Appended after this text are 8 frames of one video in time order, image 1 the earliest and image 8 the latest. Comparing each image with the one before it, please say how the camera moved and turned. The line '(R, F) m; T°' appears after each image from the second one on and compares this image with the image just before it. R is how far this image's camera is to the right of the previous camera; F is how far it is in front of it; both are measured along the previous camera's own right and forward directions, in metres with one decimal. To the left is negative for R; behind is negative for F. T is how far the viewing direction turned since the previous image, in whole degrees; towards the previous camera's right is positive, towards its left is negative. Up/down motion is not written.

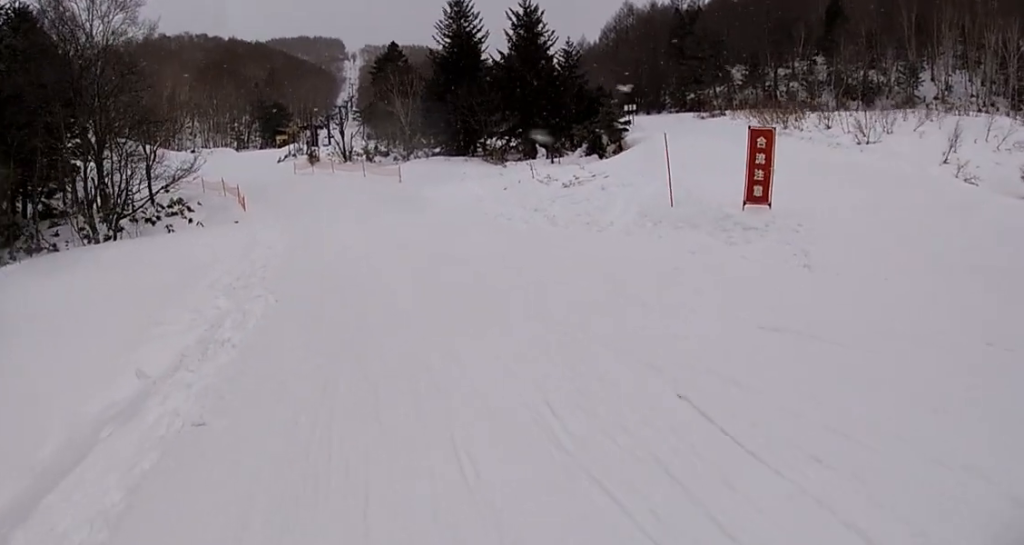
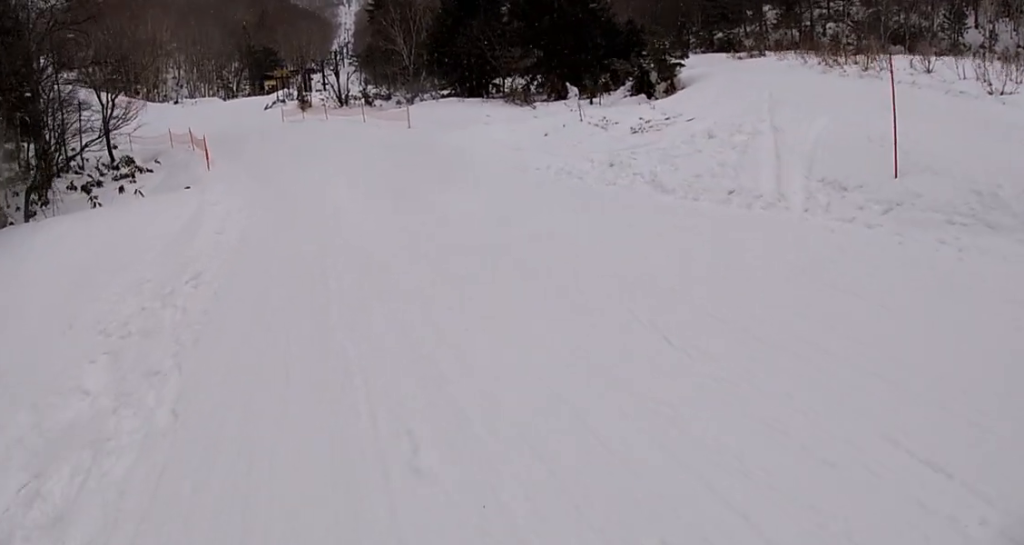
(-1.0, +7.2) m; -13°
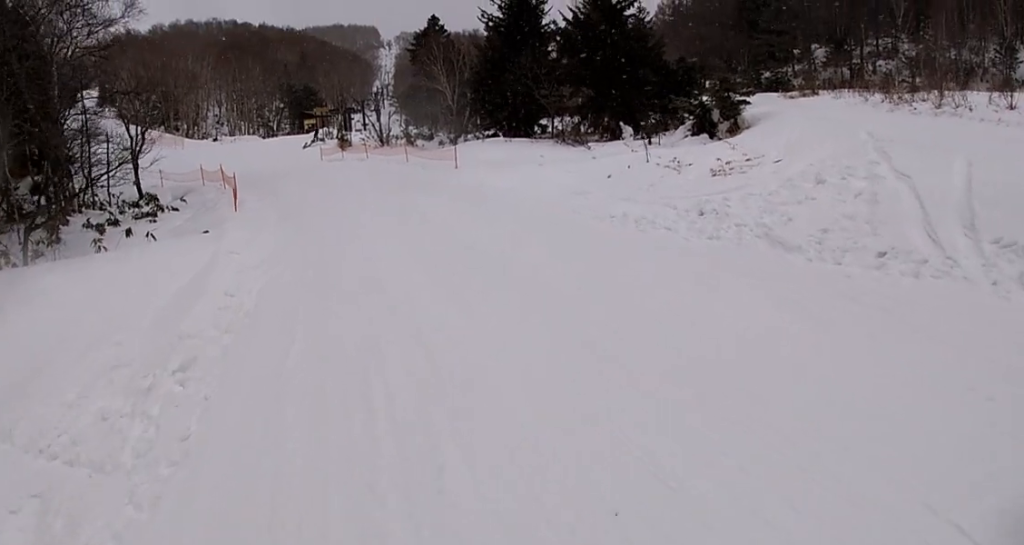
(0.0, +2.7) m; +8°
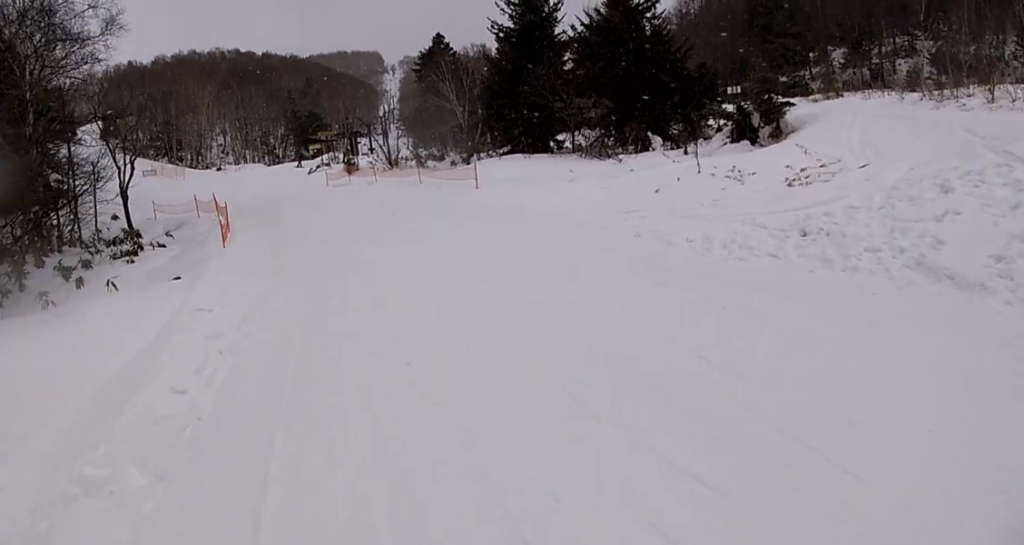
(0.0, +3.1) m; +6°
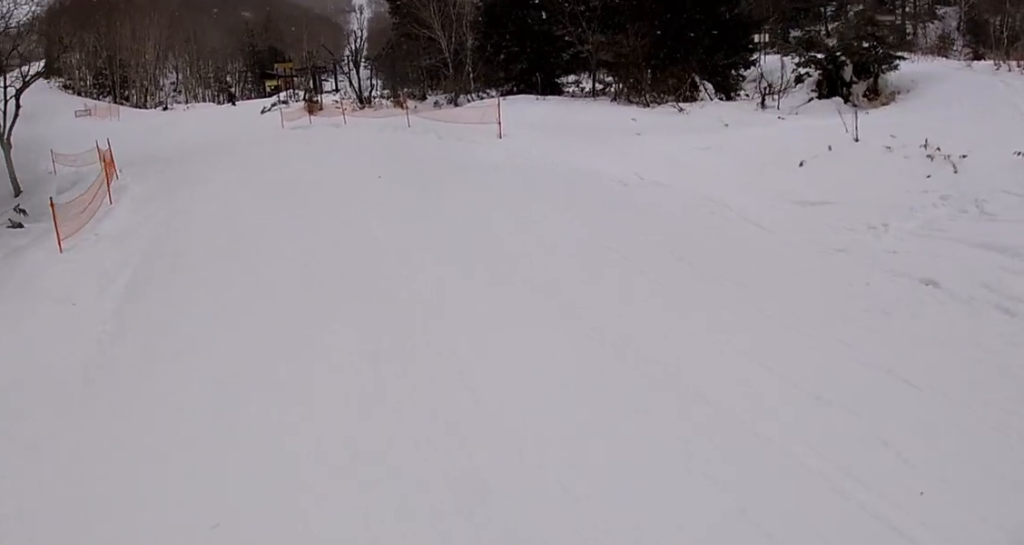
(-0.5, +7.0) m; -5°
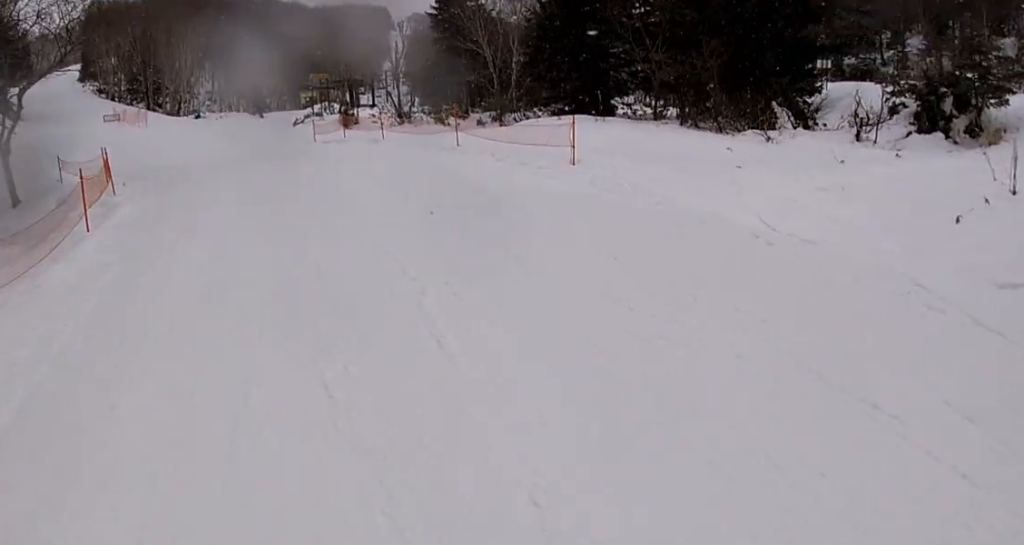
(+0.6, +2.9) m; 0°
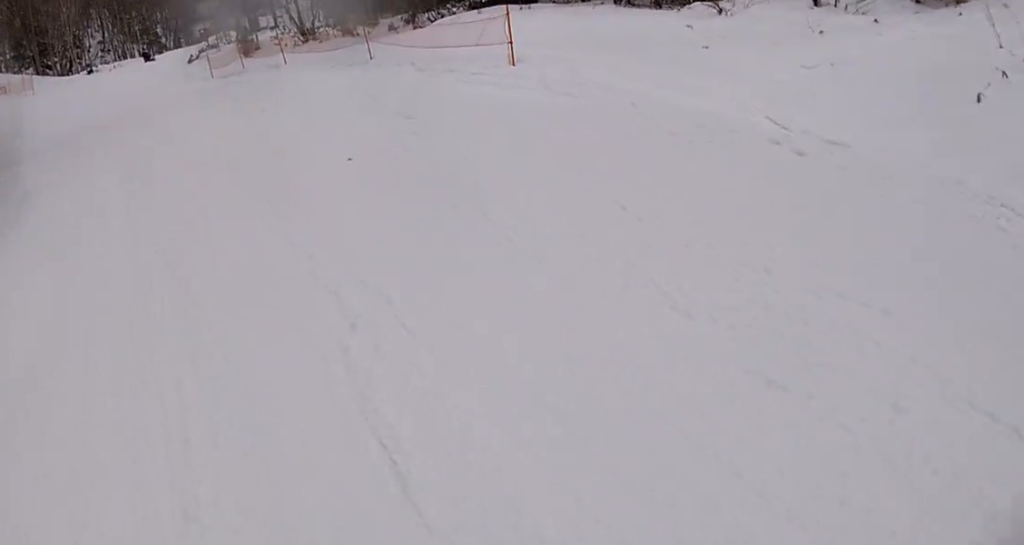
(+0.6, +2.1) m; -1°
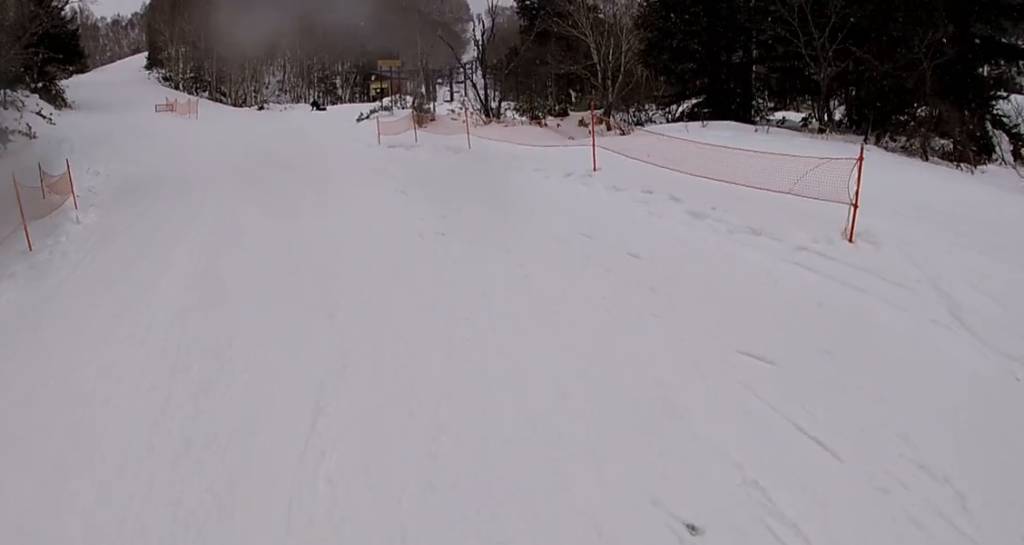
(-1.1, +4.8) m; -20°
